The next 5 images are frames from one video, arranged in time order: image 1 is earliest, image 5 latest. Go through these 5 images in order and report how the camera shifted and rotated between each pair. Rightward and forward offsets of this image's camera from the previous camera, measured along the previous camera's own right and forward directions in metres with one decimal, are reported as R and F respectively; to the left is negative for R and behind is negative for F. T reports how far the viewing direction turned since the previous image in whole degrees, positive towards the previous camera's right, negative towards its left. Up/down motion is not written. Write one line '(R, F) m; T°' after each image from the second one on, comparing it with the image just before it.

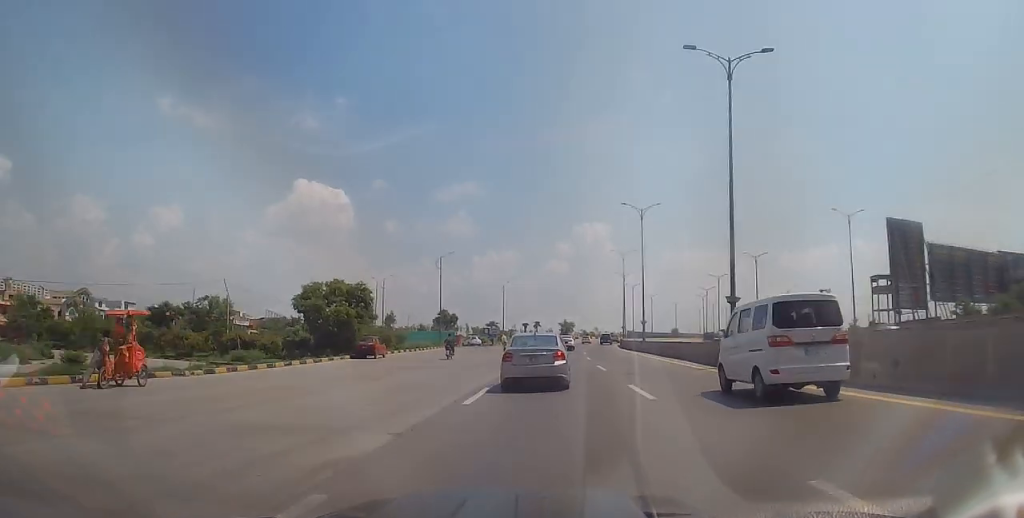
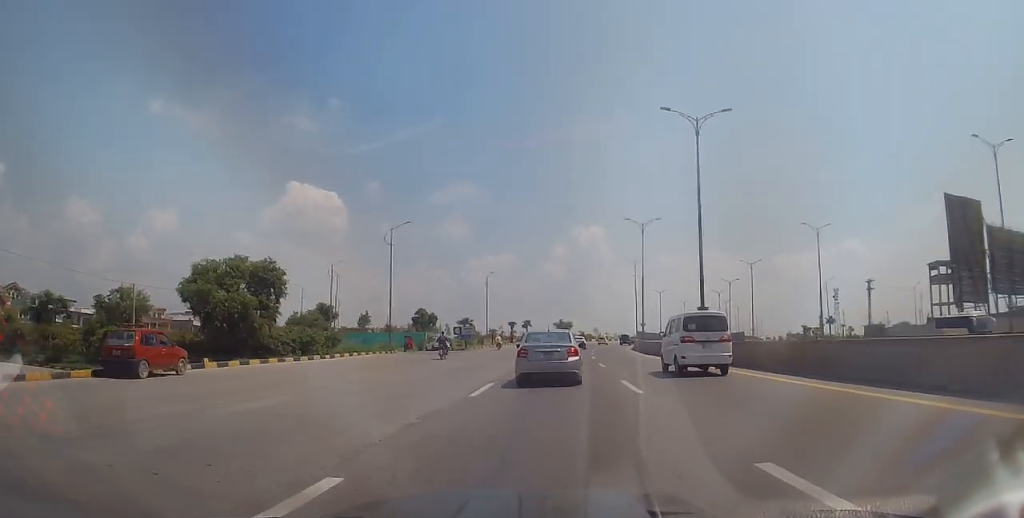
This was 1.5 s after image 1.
(+0.1, +23.2) m; +2°
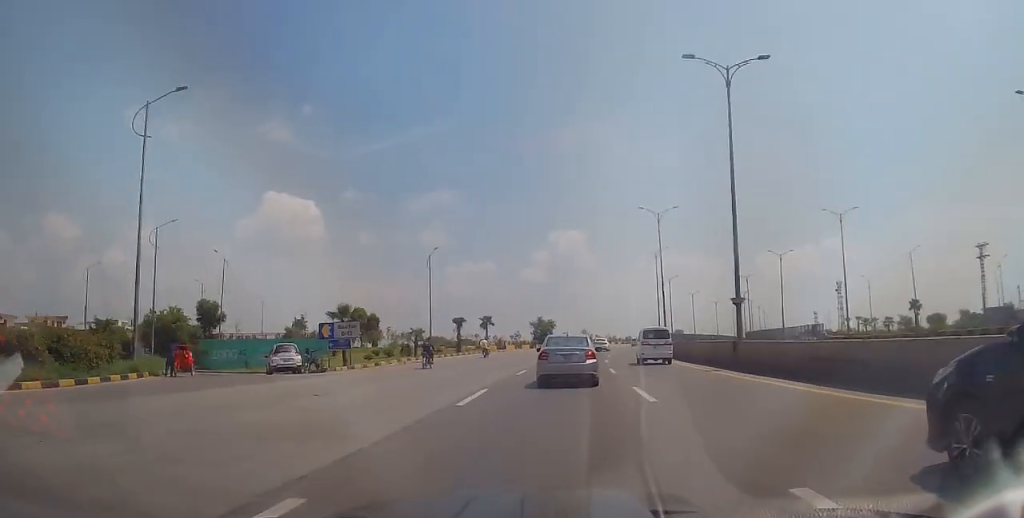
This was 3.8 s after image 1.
(+0.8, +36.7) m; +2°
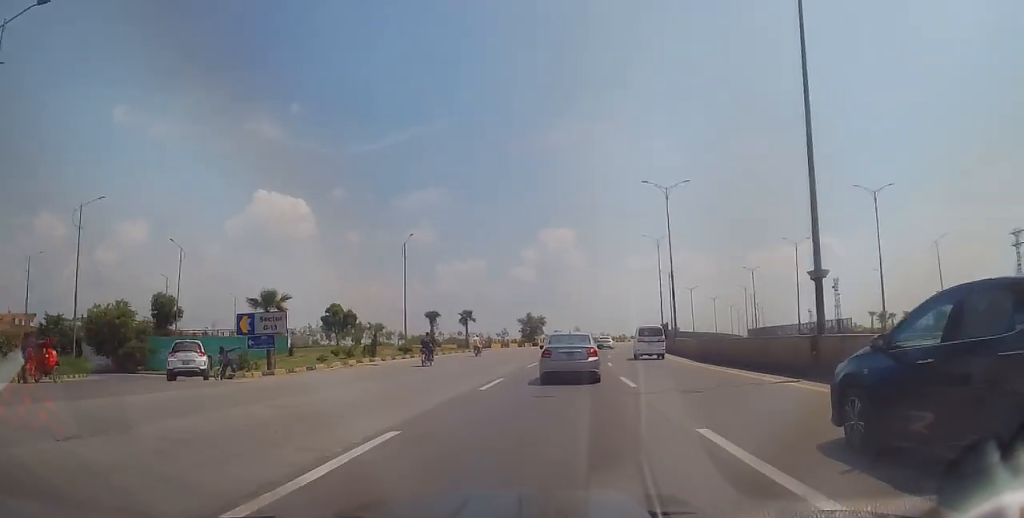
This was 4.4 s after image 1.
(-0.1, +8.7) m; +1°
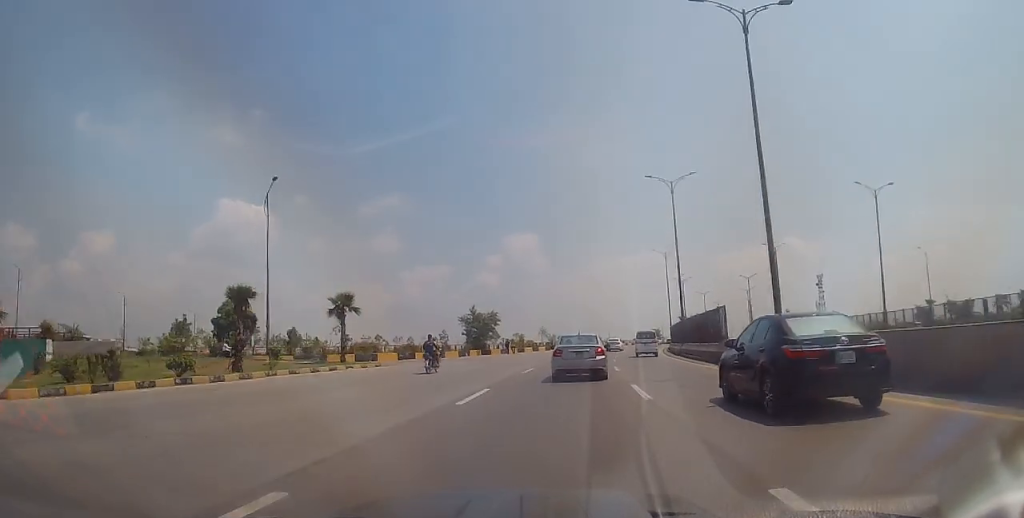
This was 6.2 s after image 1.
(+0.6, +27.9) m; +2°
